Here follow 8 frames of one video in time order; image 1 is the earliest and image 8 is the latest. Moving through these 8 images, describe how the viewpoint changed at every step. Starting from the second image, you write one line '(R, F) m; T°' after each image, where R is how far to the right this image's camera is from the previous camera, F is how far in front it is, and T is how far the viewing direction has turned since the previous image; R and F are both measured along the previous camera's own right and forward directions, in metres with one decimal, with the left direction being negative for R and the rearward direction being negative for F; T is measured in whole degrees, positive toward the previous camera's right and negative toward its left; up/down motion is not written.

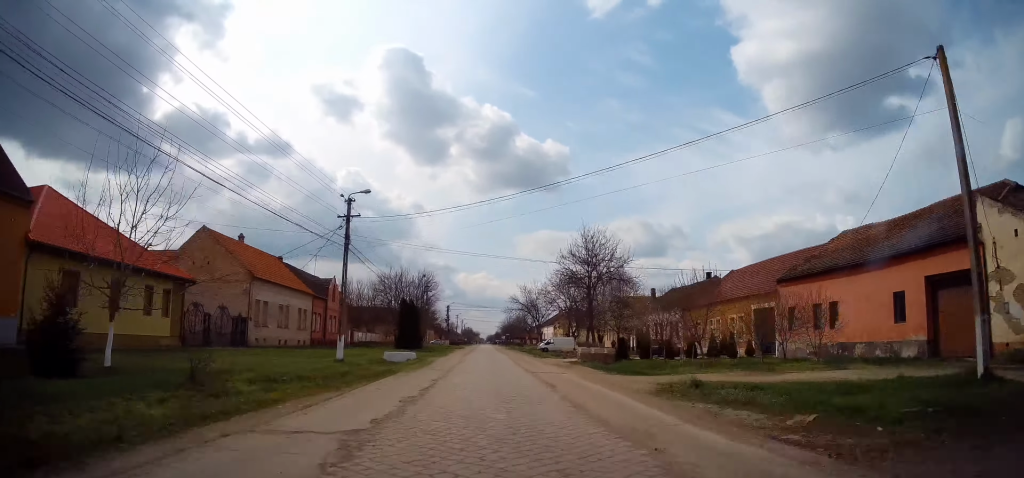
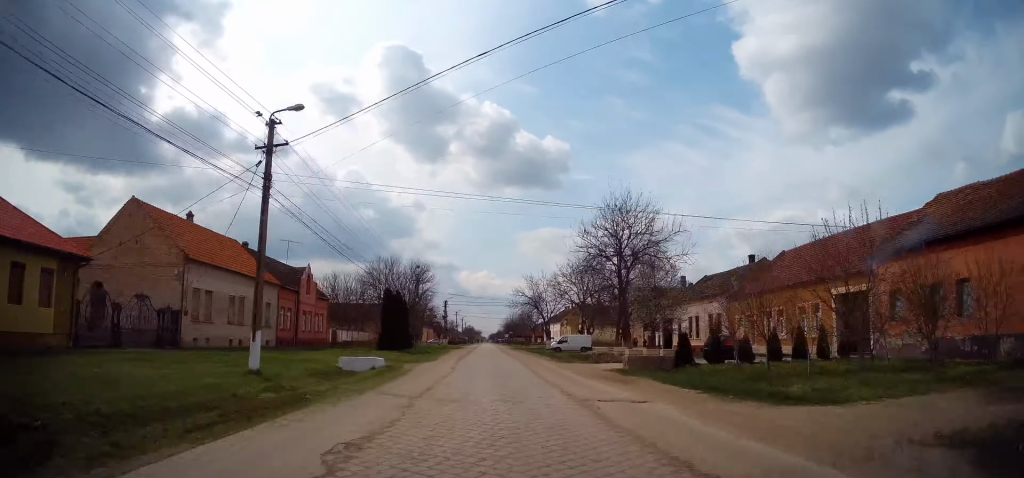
(+0.1, +10.5) m; 0°
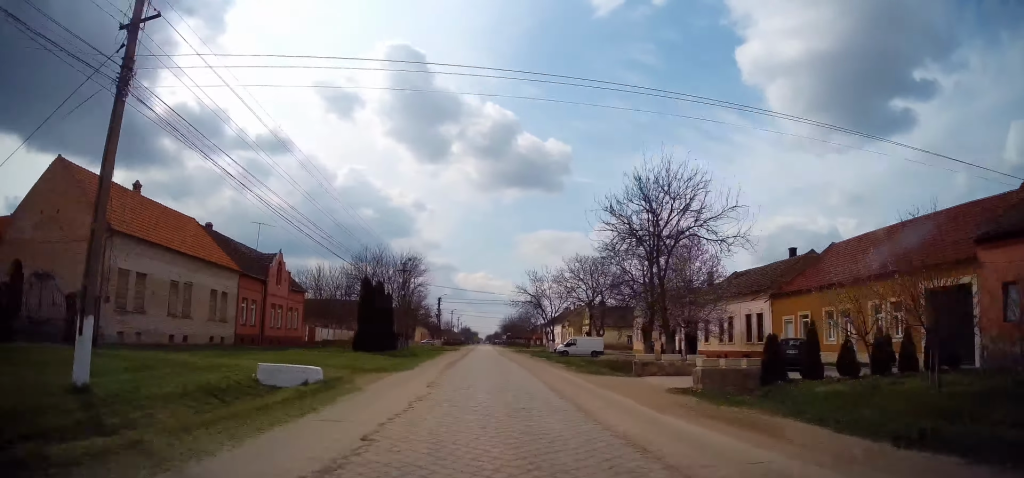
(+0.3, +7.9) m; 0°
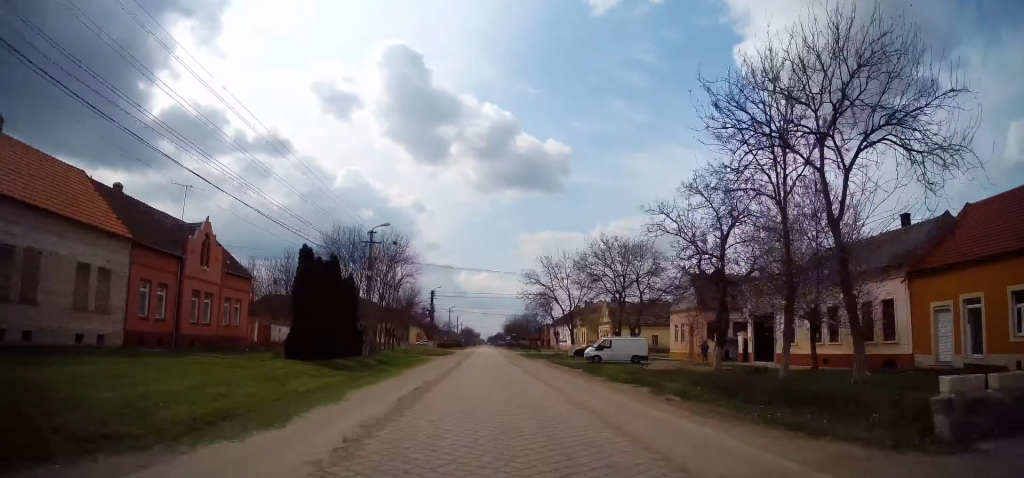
(-0.4, +14.4) m; 0°
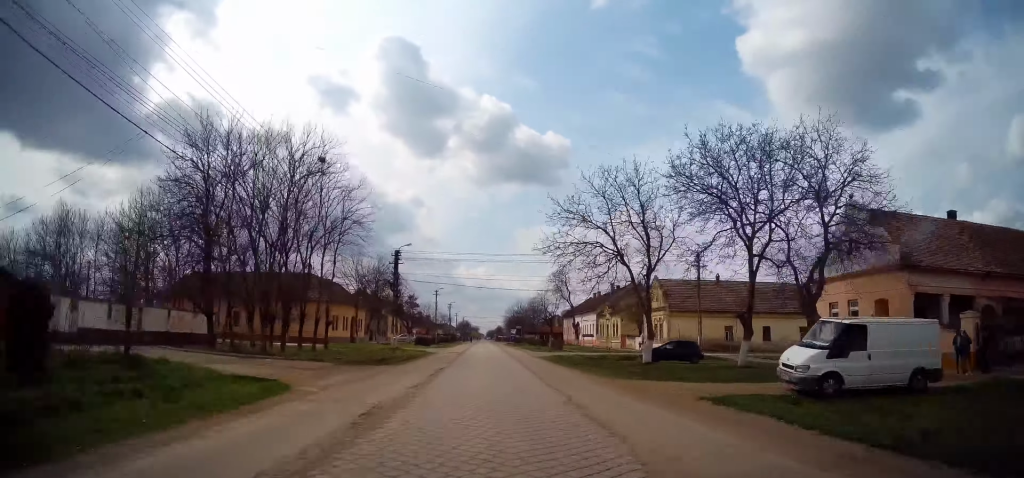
(+0.2, +28.8) m; 0°
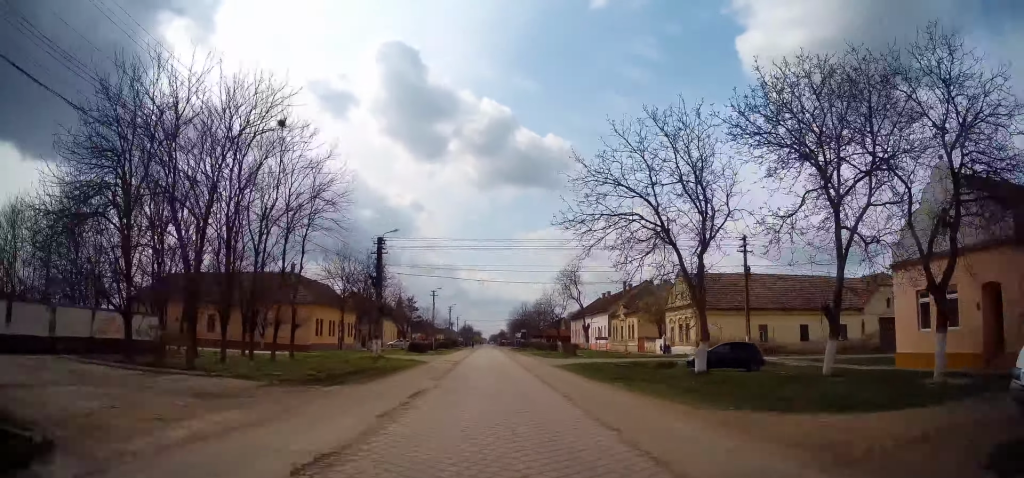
(-0.3, +7.7) m; 0°
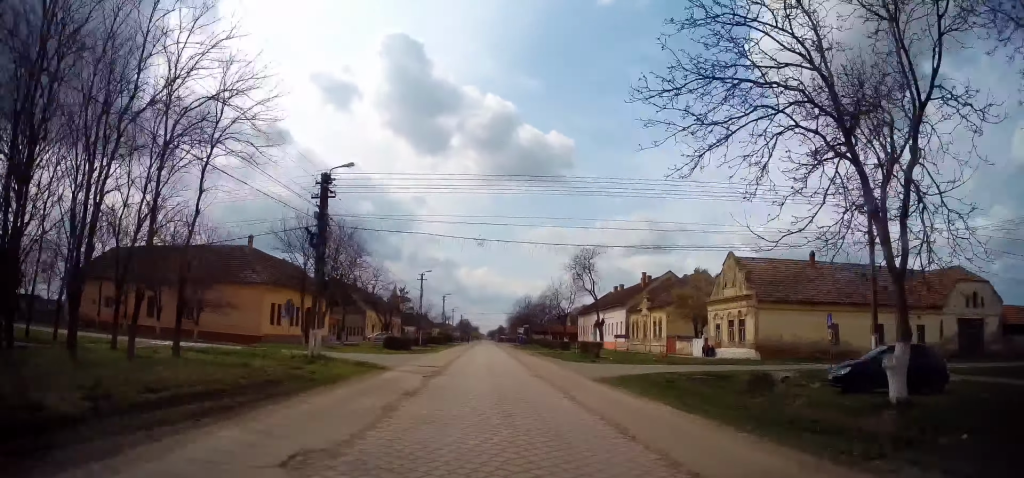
(+0.4, +12.7) m; 0°
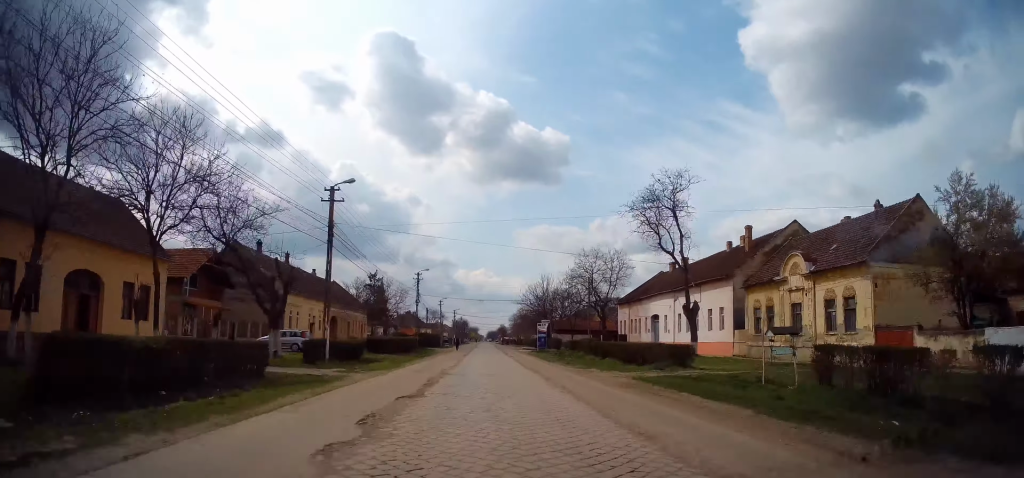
(-1.0, +35.2) m; 0°
